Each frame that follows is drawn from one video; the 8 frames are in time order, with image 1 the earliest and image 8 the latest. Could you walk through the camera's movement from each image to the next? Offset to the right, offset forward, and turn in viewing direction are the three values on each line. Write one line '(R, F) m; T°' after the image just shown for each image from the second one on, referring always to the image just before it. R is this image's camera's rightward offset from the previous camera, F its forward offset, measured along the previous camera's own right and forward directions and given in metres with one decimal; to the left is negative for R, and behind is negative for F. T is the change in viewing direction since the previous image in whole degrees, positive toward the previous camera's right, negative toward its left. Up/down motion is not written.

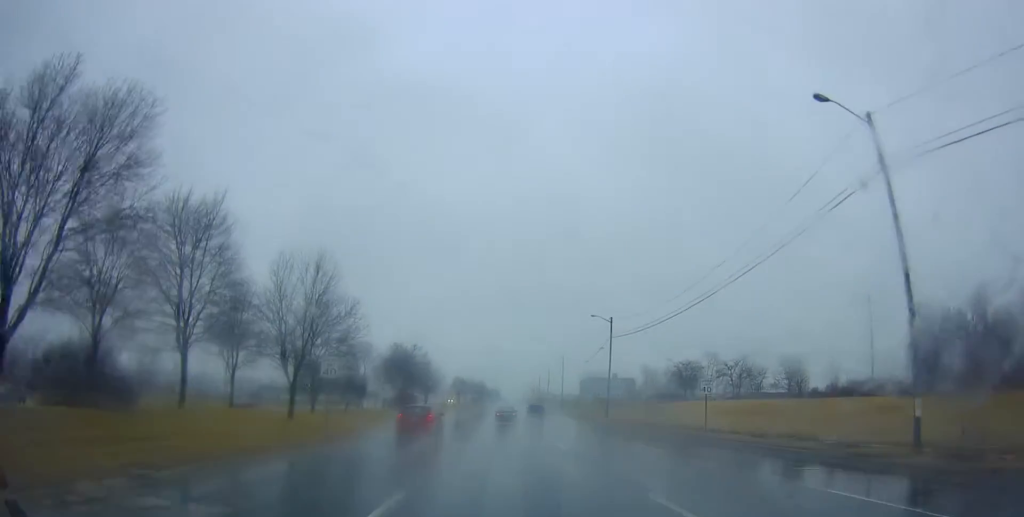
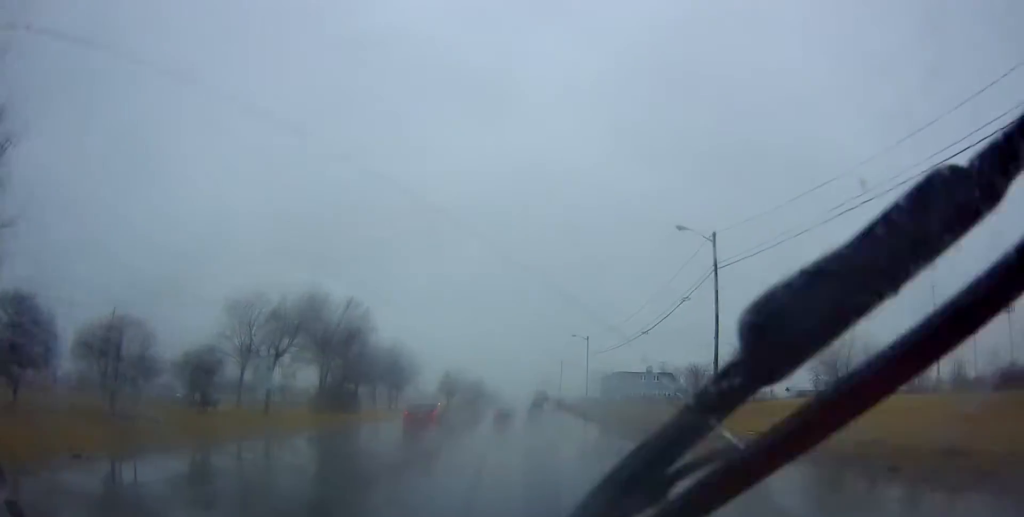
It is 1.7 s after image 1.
(+0.1, +34.7) m; 0°
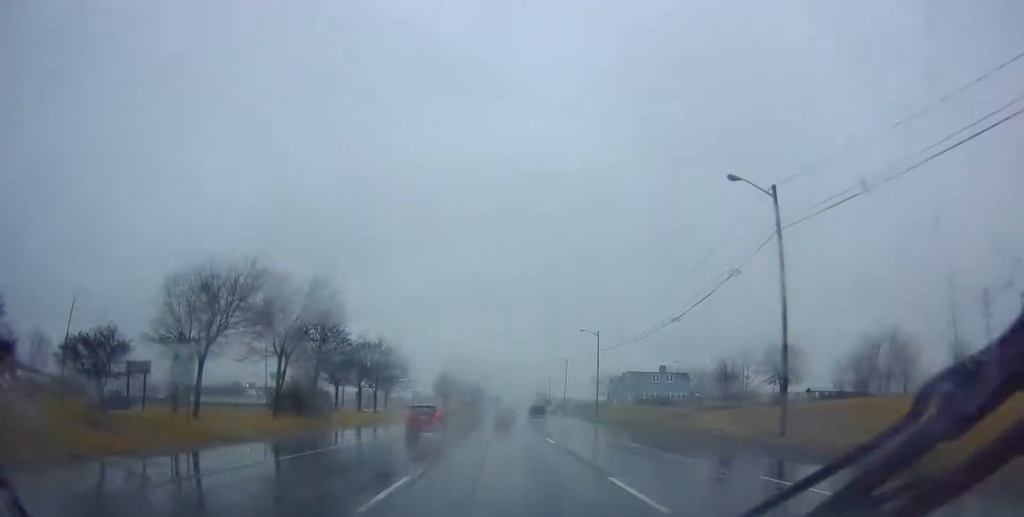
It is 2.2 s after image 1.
(+0.1, +8.8) m; -1°
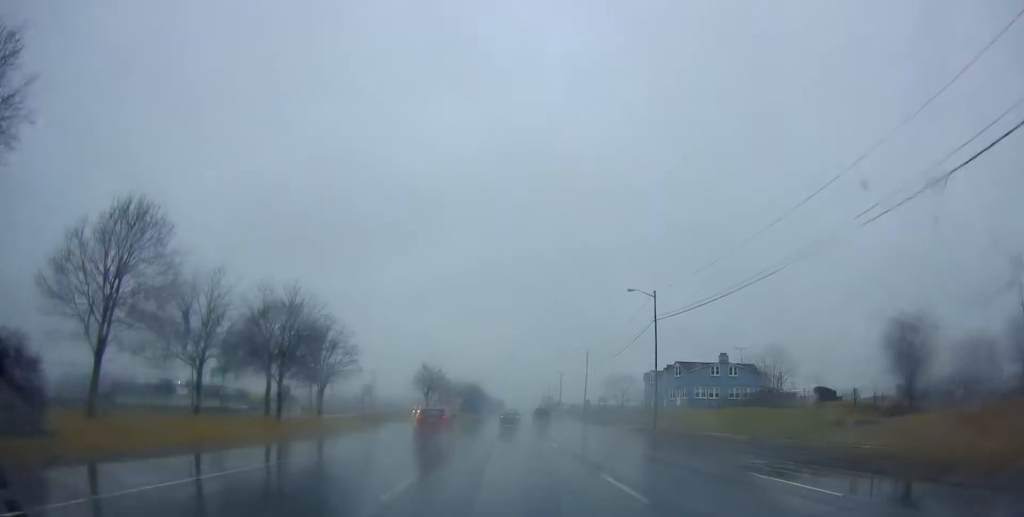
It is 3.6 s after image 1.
(-0.4, +29.1) m; 0°
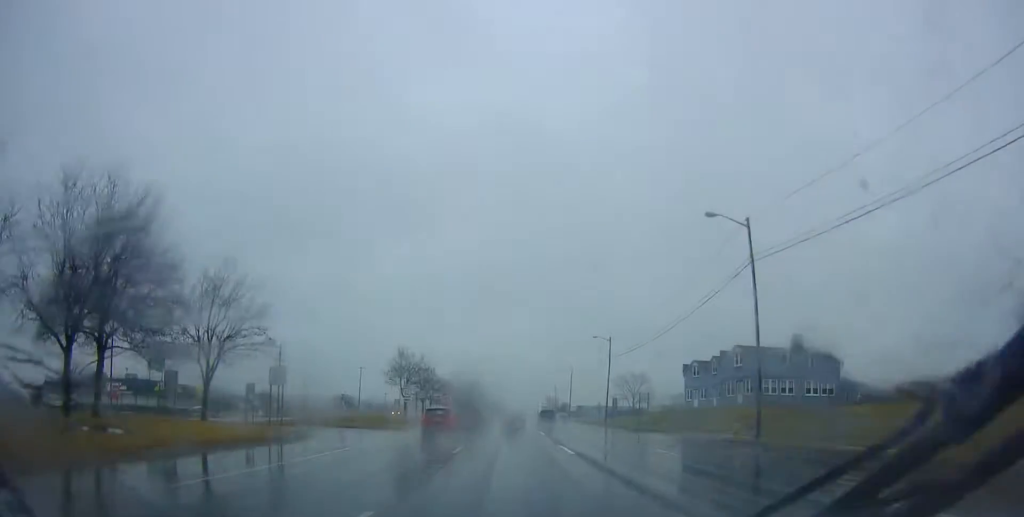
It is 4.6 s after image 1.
(+0.5, +20.4) m; +1°
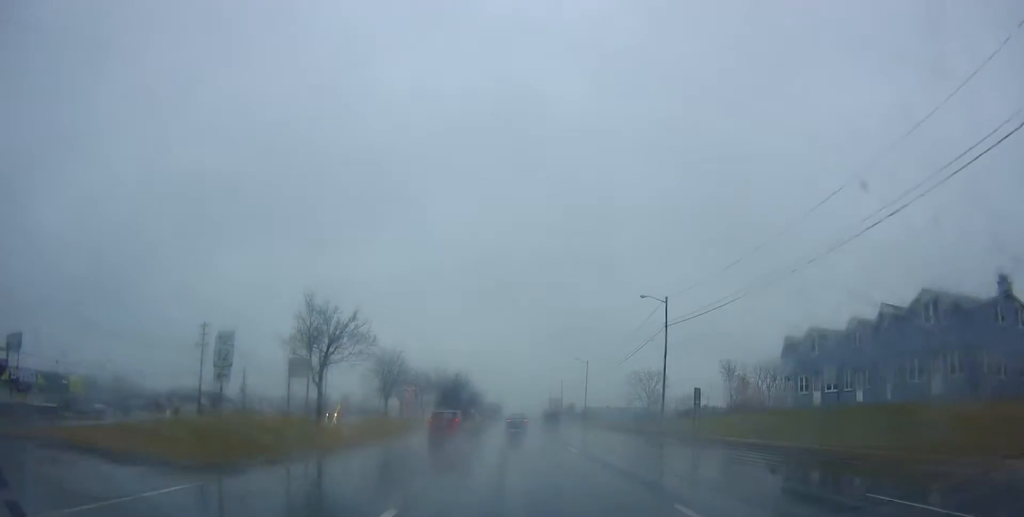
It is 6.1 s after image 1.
(-0.7, +29.8) m; 0°
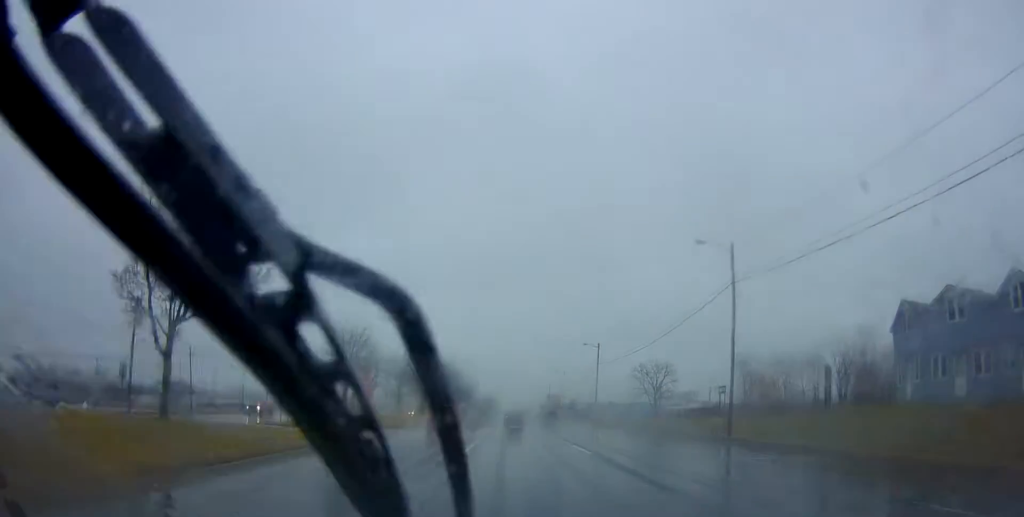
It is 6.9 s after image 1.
(+0.5, +16.9) m; +1°
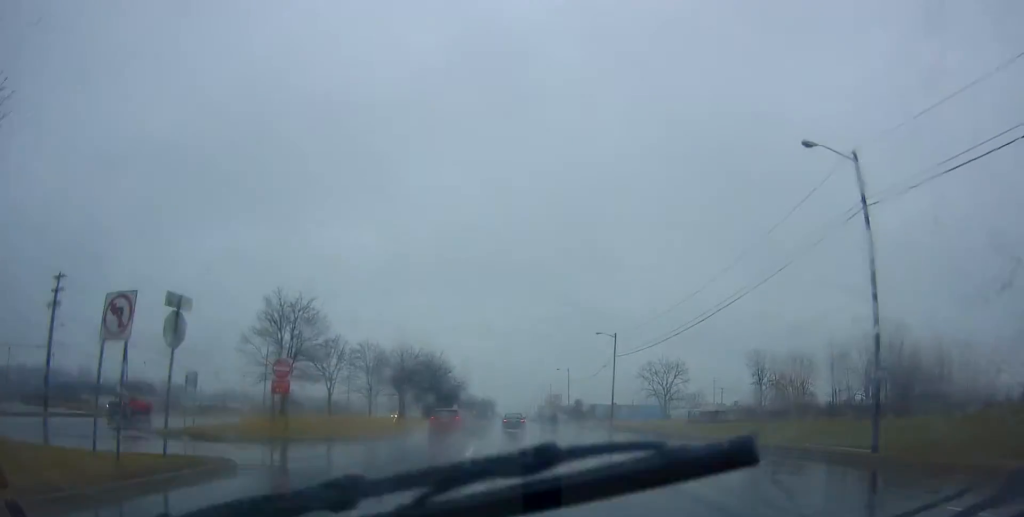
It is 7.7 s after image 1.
(+0.3, +15.5) m; 0°
